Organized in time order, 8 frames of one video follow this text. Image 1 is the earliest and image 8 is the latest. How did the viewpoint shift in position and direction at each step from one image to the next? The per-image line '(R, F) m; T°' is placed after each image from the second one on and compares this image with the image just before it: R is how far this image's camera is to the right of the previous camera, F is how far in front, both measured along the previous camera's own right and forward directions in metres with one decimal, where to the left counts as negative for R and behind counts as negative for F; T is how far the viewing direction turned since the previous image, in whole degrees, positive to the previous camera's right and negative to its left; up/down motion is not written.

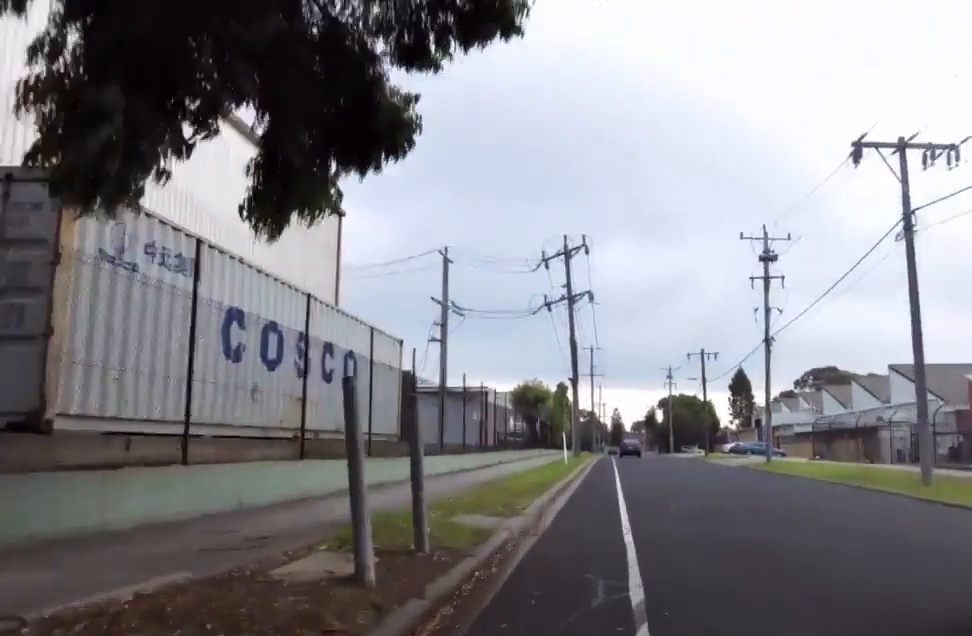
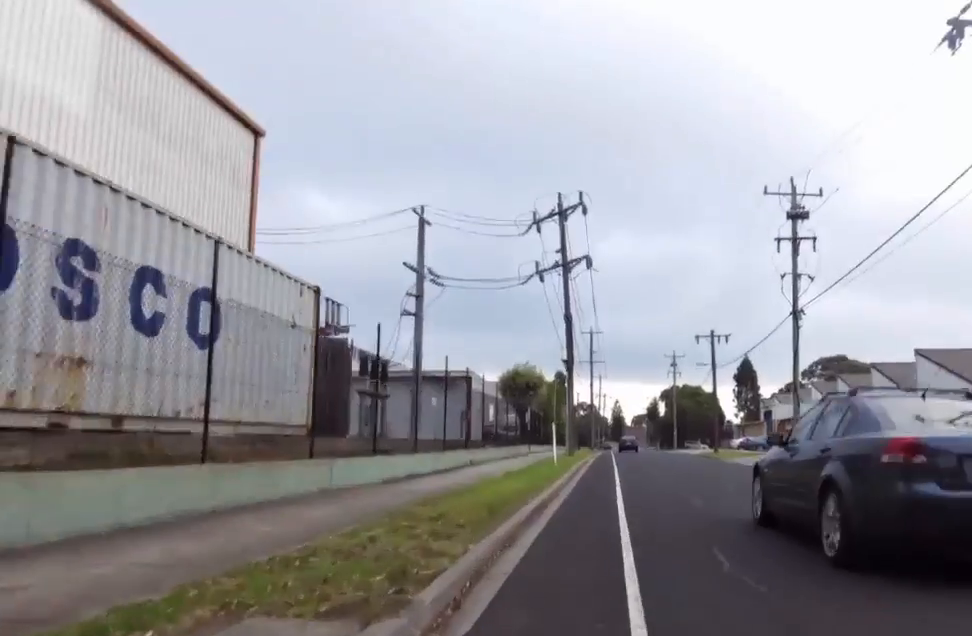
(-0.6, +5.6) m; -5°
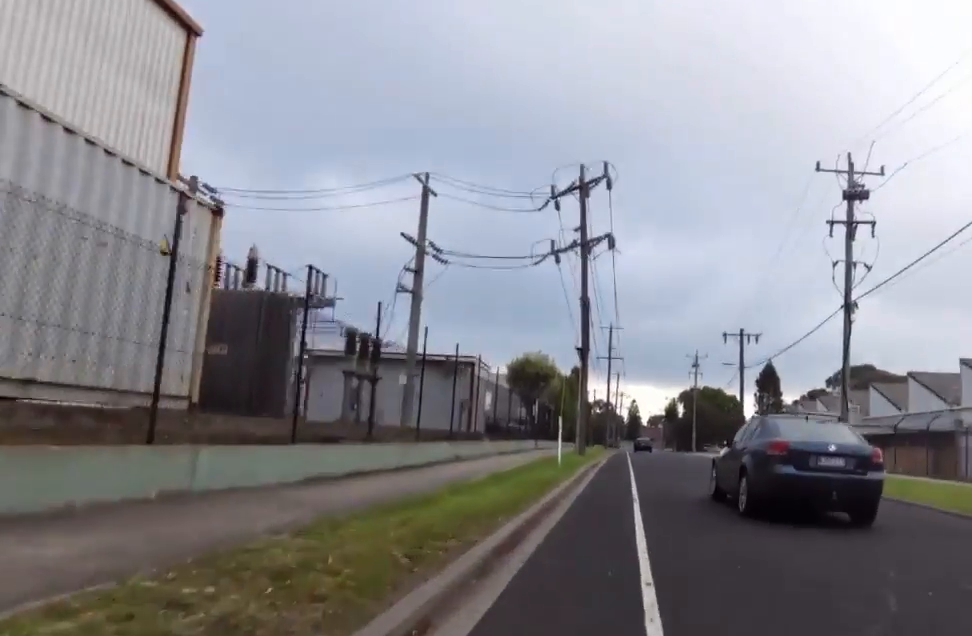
(0.0, +4.3) m; +4°
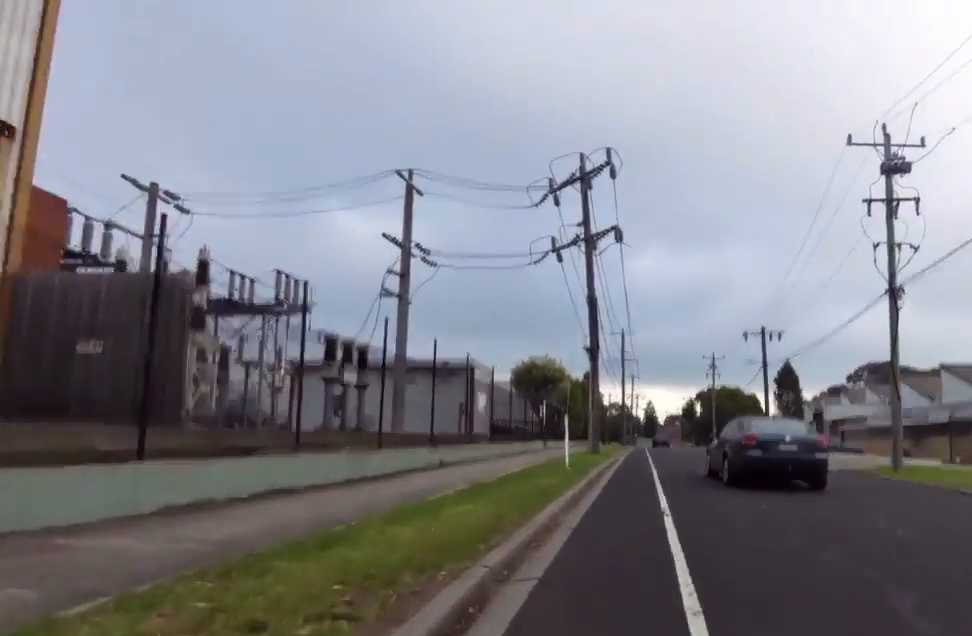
(-0.1, +3.6) m; +3°
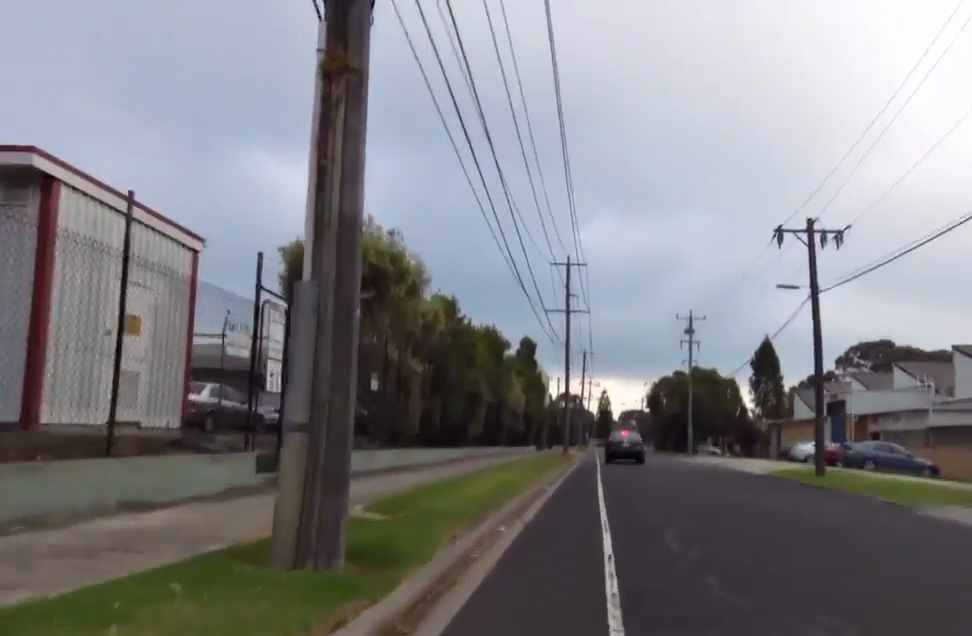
(-1.1, +22.8) m; +1°
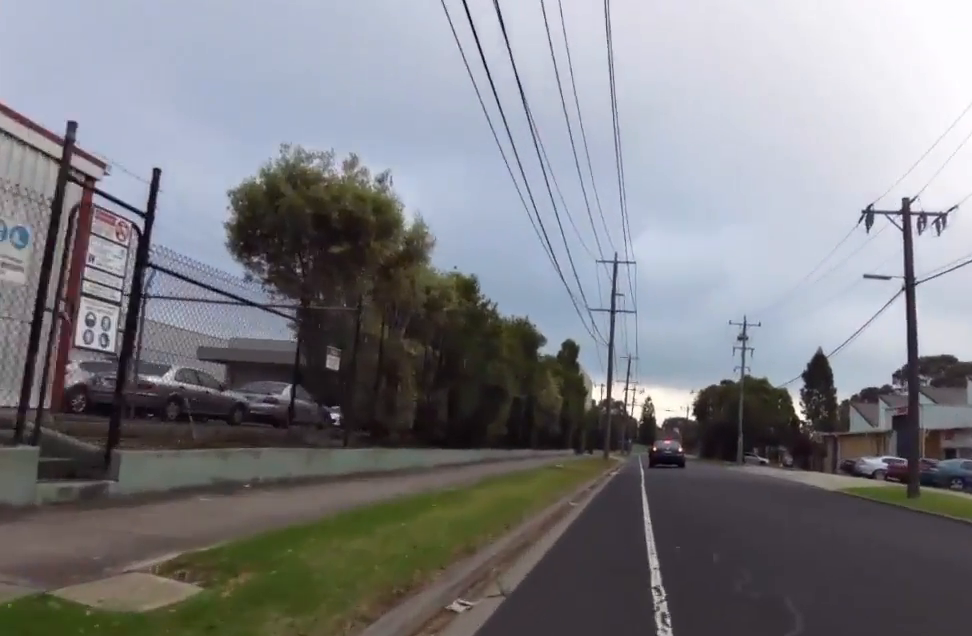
(+0.8, +4.5) m; 0°
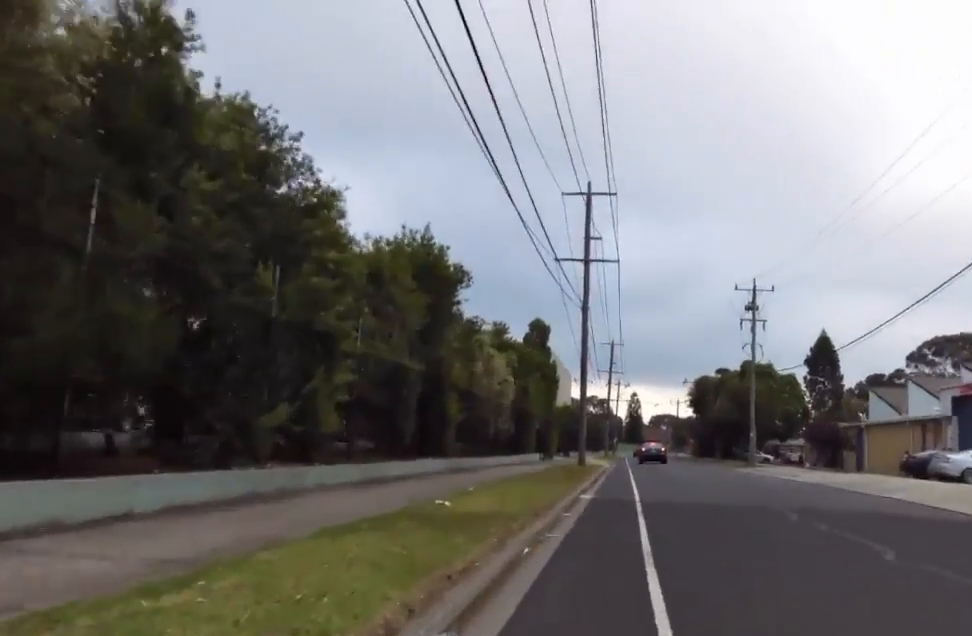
(-0.4, +12.7) m; 0°
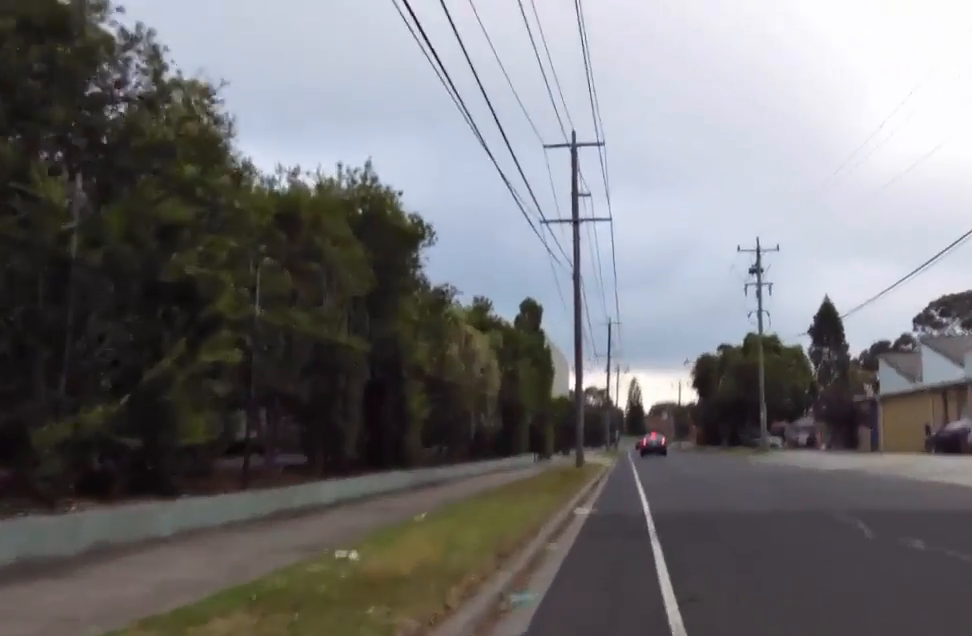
(+0.5, +3.2) m; +1°
